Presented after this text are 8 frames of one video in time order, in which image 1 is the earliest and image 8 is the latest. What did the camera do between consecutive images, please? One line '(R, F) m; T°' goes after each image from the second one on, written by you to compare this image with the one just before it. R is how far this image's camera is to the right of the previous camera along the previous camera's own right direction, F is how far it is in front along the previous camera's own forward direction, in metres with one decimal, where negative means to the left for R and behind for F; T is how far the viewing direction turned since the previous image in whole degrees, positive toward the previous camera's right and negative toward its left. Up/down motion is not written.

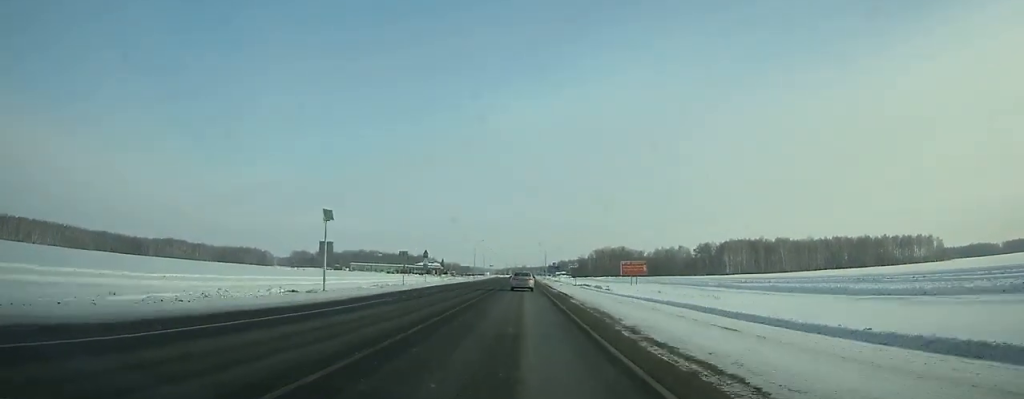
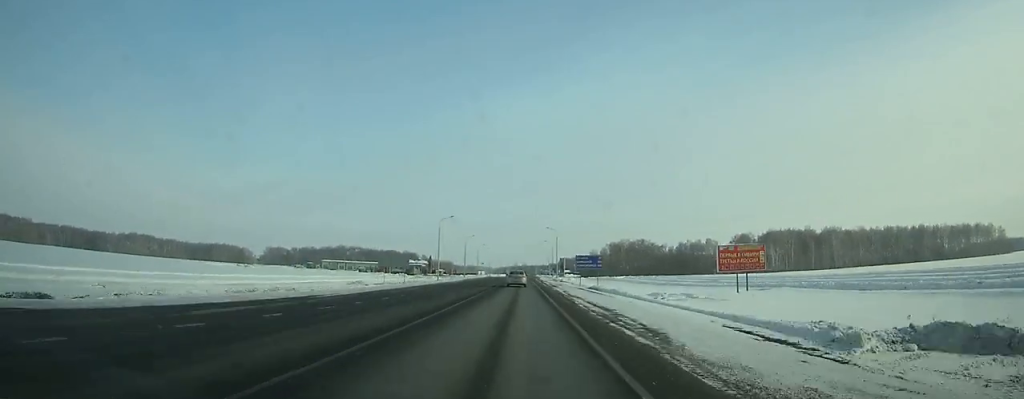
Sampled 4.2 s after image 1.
(-0.1, +67.3) m; 0°
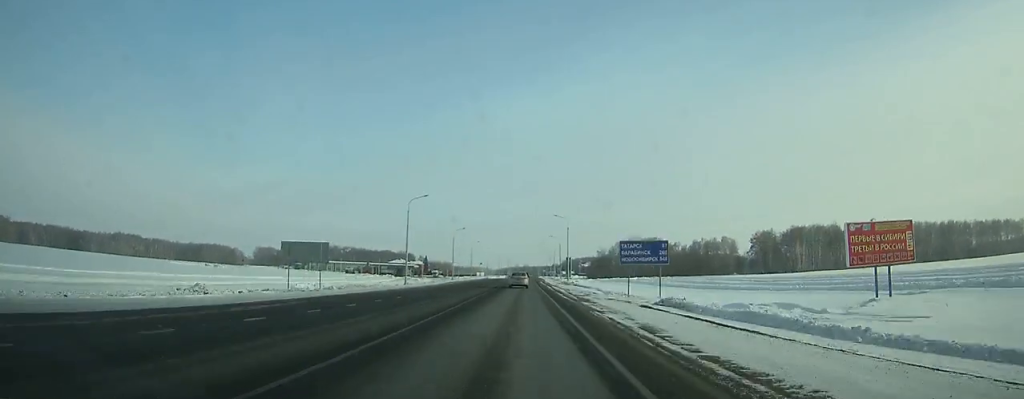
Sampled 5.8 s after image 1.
(-0.1, +28.5) m; 0°
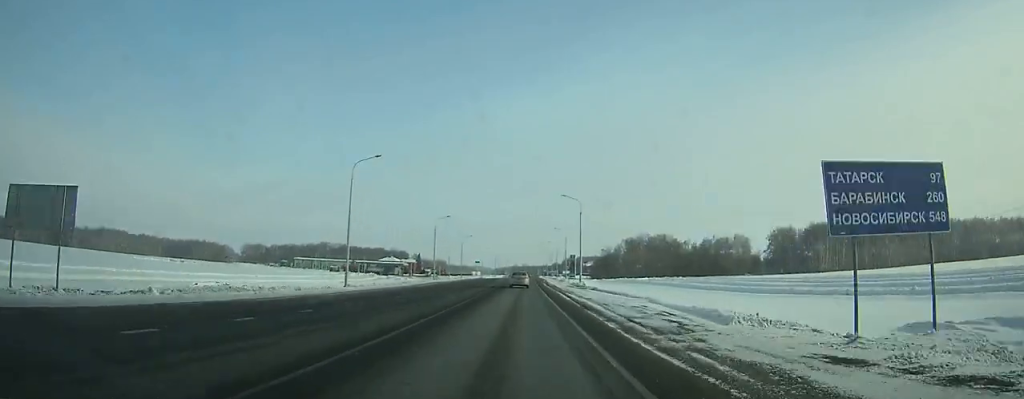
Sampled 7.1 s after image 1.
(0.0, +23.9) m; 0°
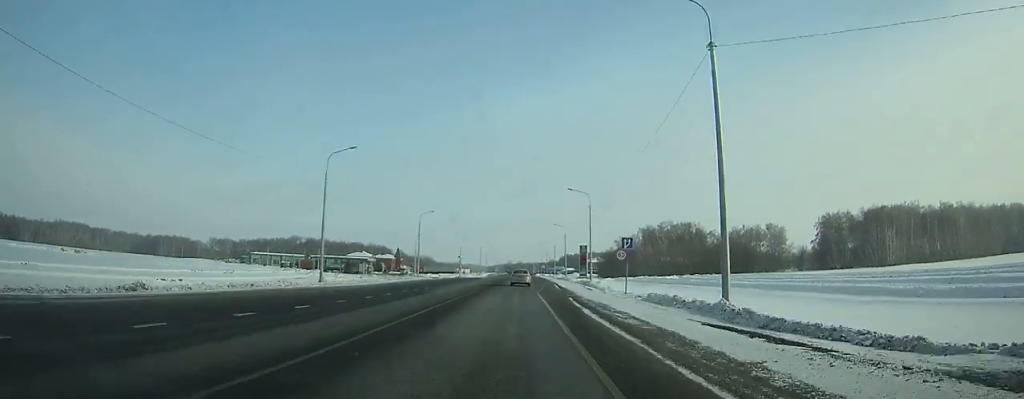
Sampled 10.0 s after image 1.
(+0.4, +57.0) m; +1°
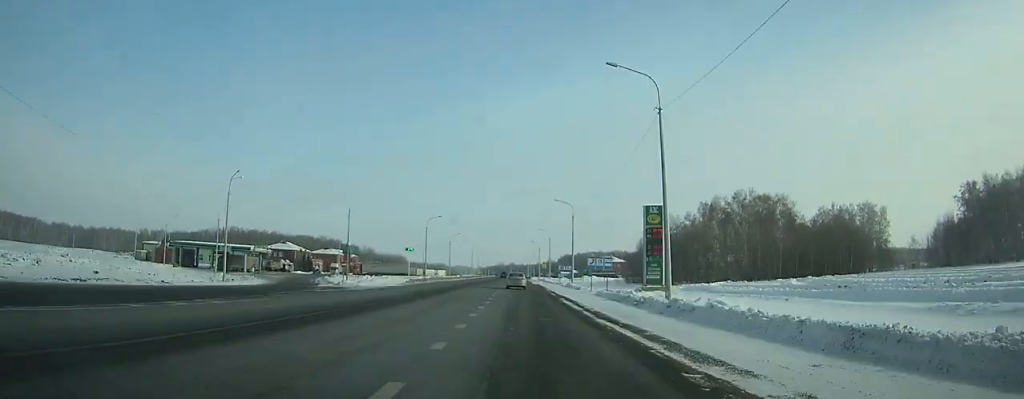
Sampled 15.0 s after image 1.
(+0.4, +100.9) m; 0°
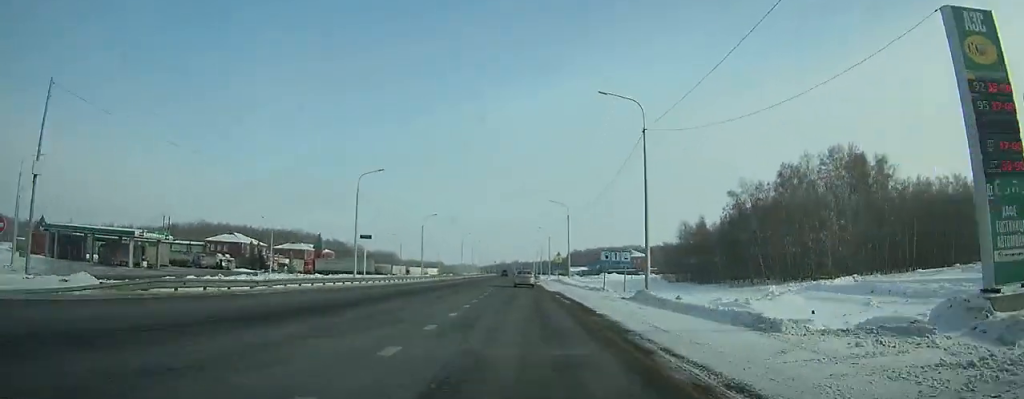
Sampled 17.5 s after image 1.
(-0.3, +46.9) m; 0°
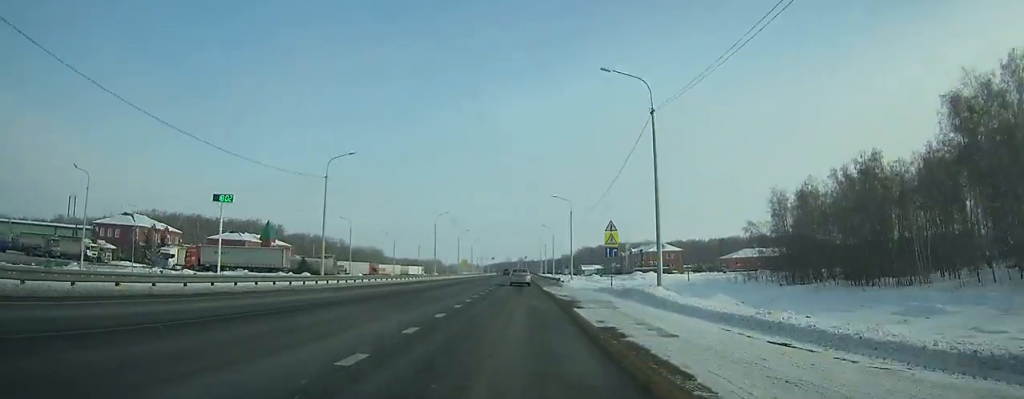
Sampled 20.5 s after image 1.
(-0.2, +52.5) m; 0°
